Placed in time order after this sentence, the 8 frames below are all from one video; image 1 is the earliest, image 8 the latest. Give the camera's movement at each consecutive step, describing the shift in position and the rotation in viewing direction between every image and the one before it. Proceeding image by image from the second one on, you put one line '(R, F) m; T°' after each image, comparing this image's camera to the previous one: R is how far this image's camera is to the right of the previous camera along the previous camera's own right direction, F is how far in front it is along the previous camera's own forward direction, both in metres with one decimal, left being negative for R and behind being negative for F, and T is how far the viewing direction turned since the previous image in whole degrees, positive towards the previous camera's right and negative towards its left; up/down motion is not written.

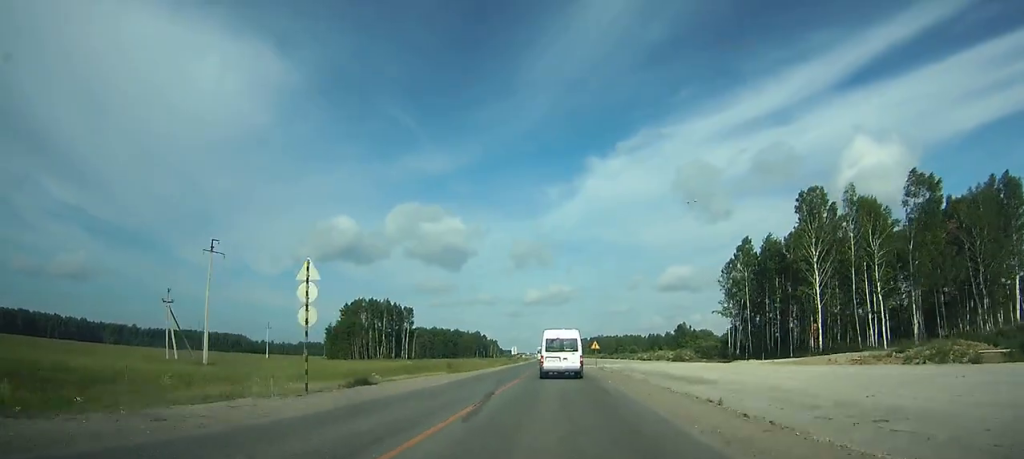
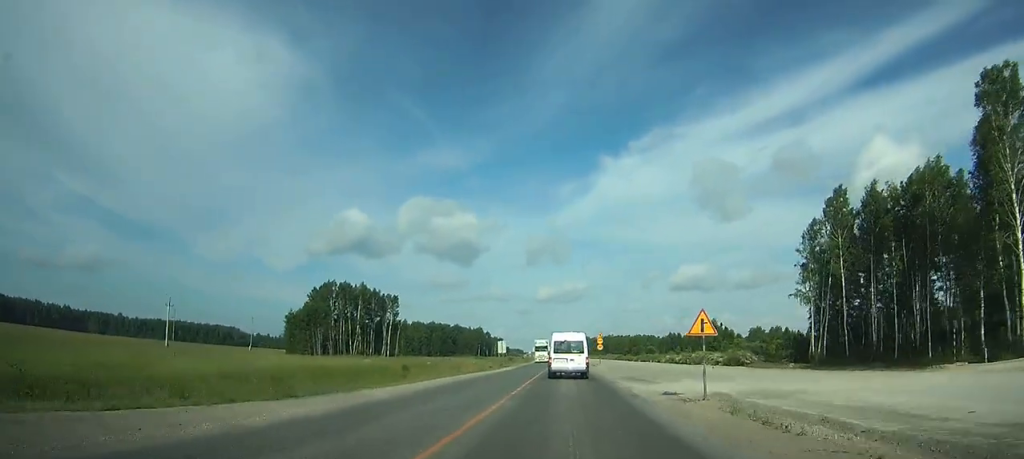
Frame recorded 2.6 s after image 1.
(-0.6, +40.0) m; -1°
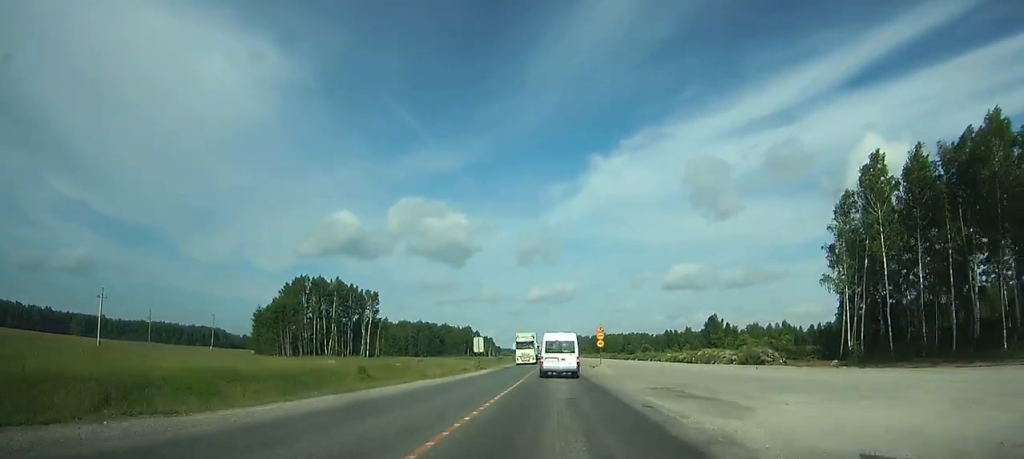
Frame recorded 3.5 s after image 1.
(+0.1, +14.2) m; 0°
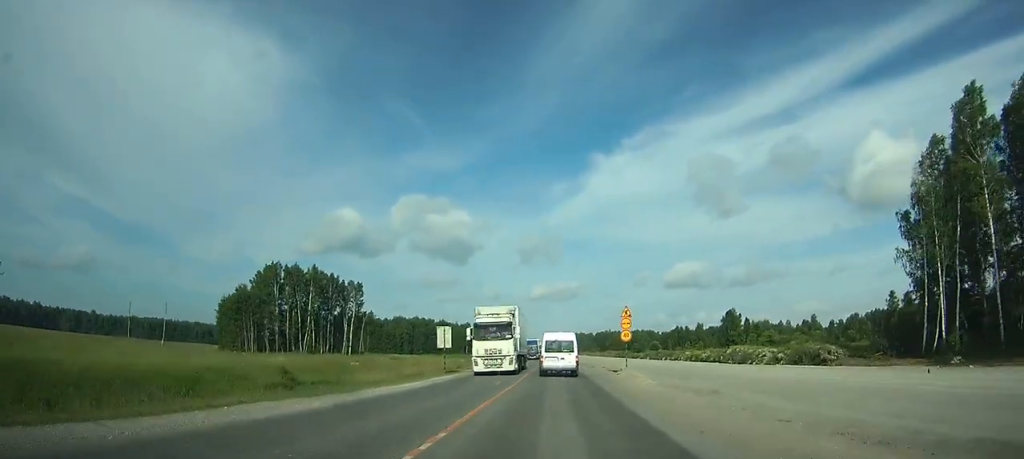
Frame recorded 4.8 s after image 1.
(0.0, +19.3) m; 0°
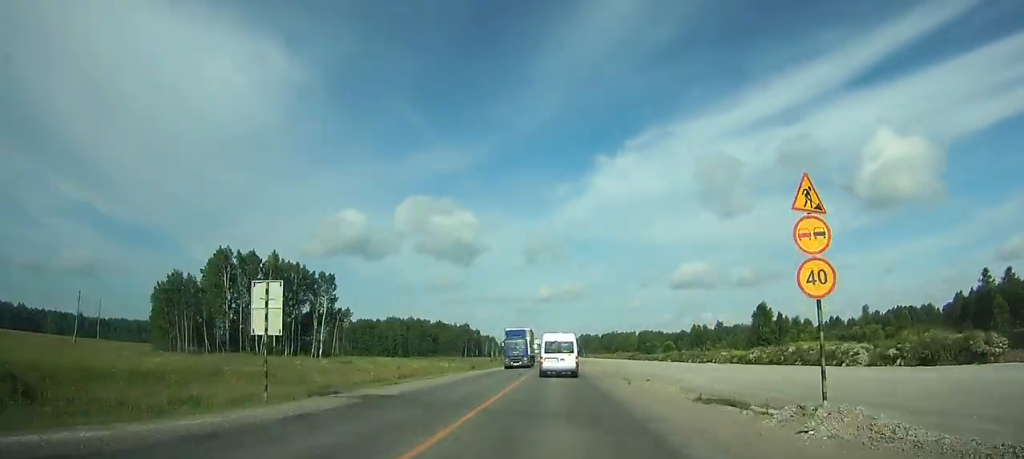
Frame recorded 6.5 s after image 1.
(0.0, +25.9) m; 0°
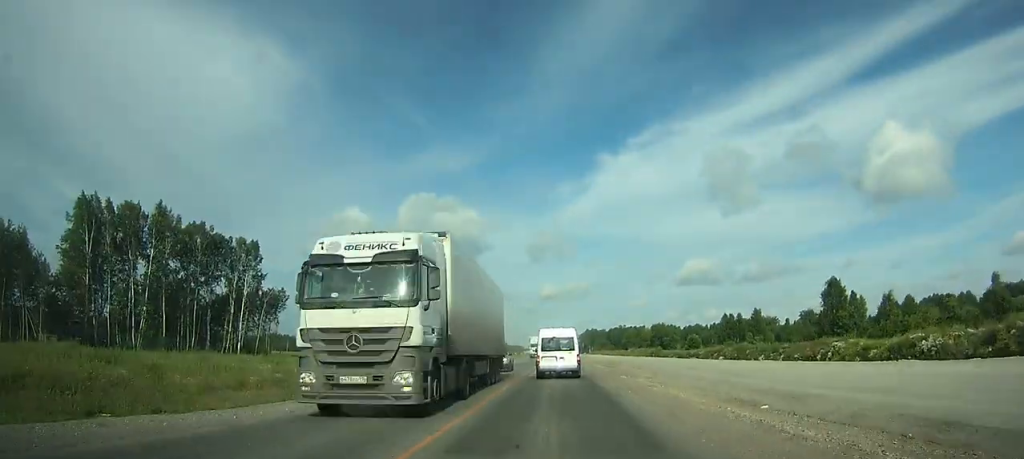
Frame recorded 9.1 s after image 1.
(-0.2, +44.5) m; 0°
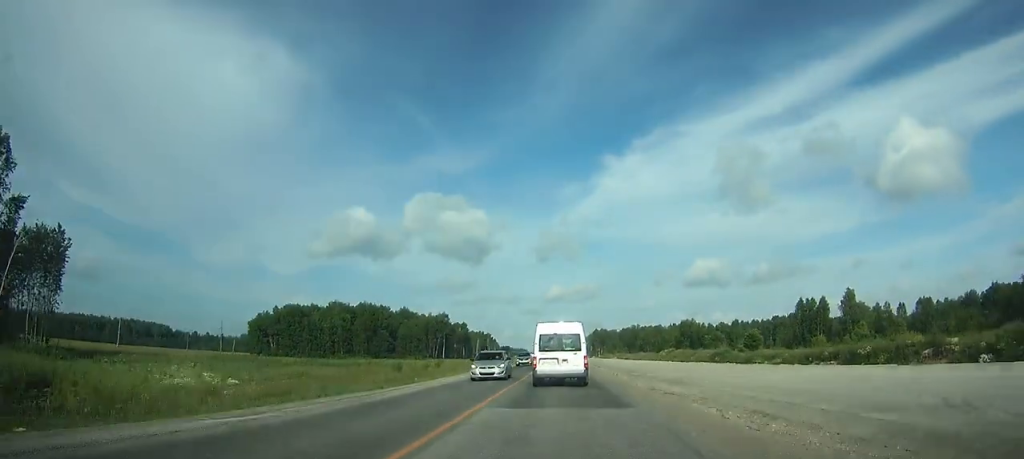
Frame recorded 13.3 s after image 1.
(0.0, +64.4) m; 0°
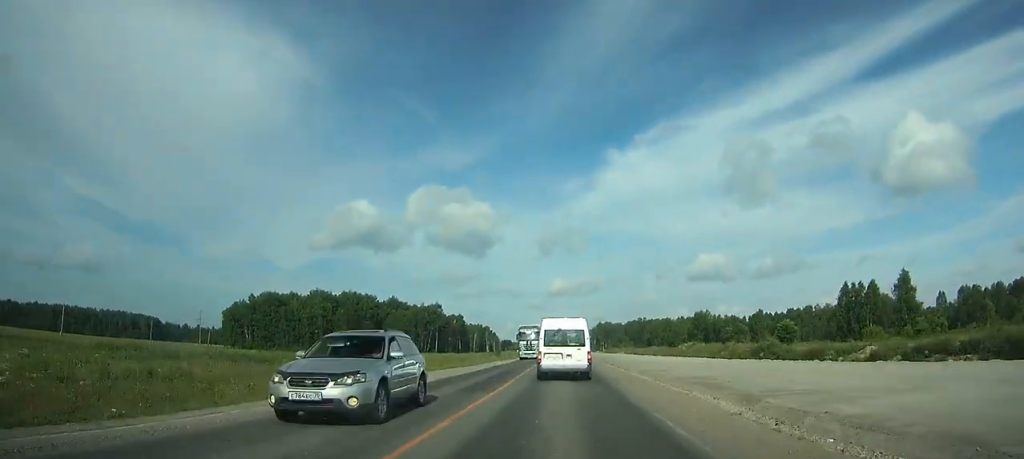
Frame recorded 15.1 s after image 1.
(0.0, +24.6) m; 0°
